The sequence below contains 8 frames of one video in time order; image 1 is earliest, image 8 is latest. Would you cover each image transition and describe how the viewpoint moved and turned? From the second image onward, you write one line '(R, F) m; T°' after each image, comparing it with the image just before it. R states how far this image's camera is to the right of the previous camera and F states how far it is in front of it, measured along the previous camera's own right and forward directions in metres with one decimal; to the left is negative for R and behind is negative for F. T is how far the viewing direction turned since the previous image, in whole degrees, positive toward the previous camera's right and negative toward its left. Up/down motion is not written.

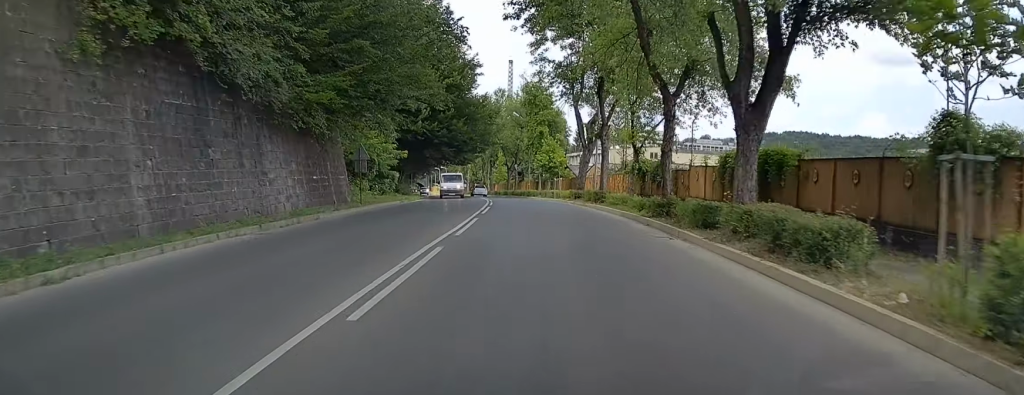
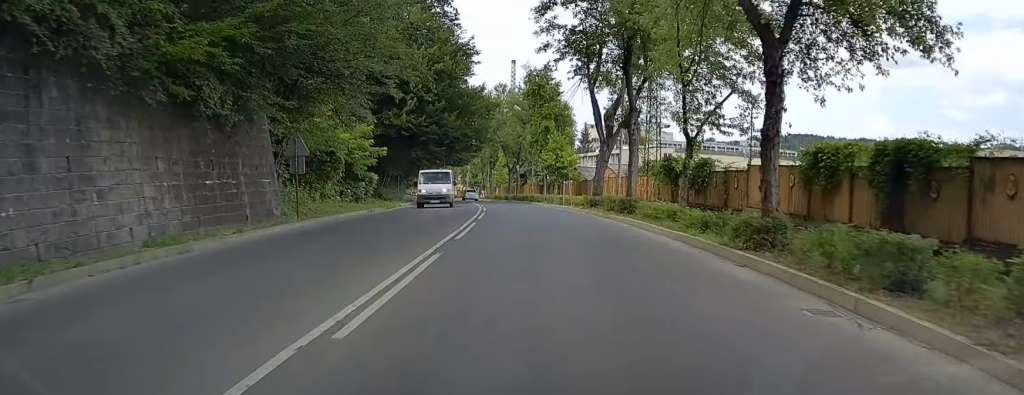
(0.0, +9.5) m; 0°
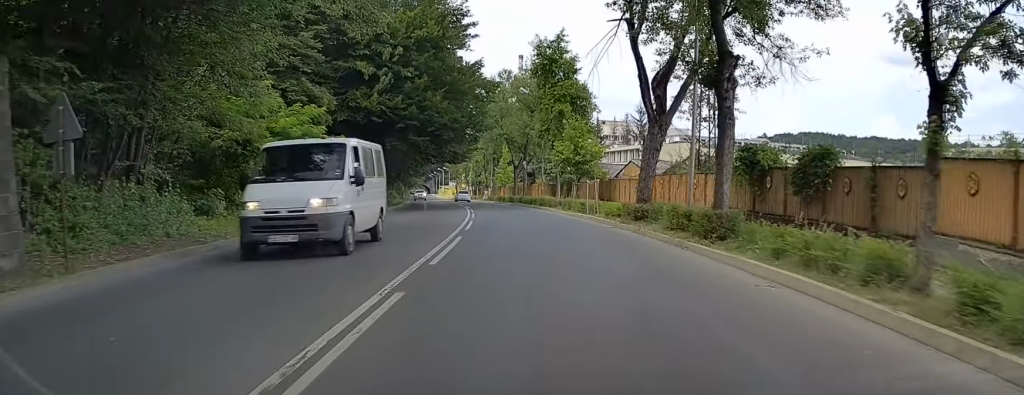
(-0.1, +12.8) m; 0°
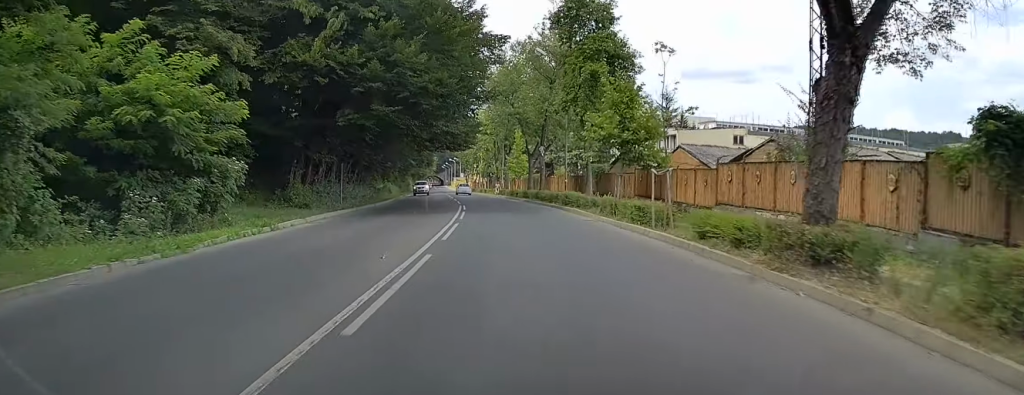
(+0.1, +14.0) m; -1°
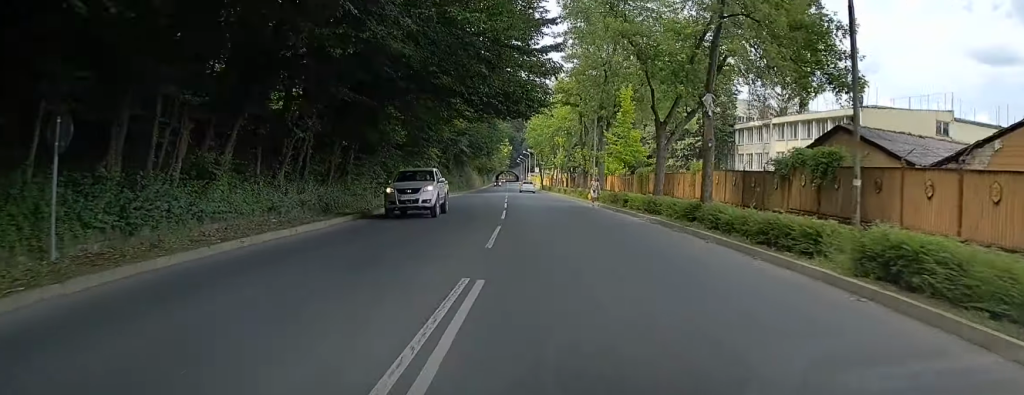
(-1.5, +29.8) m; -6°
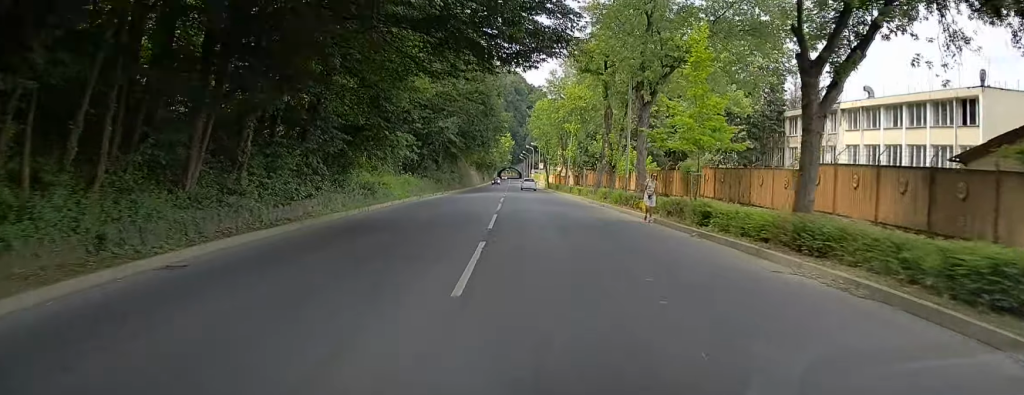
(-0.3, +15.2) m; -2°
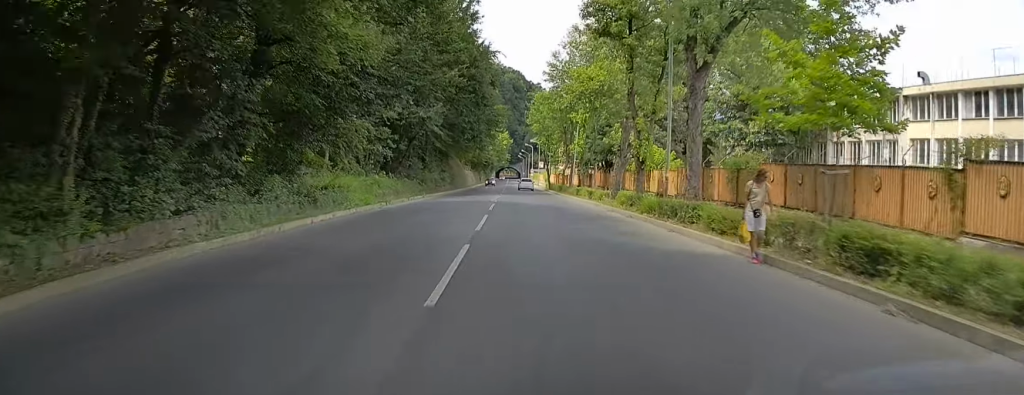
(0.0, +10.1) m; -1°
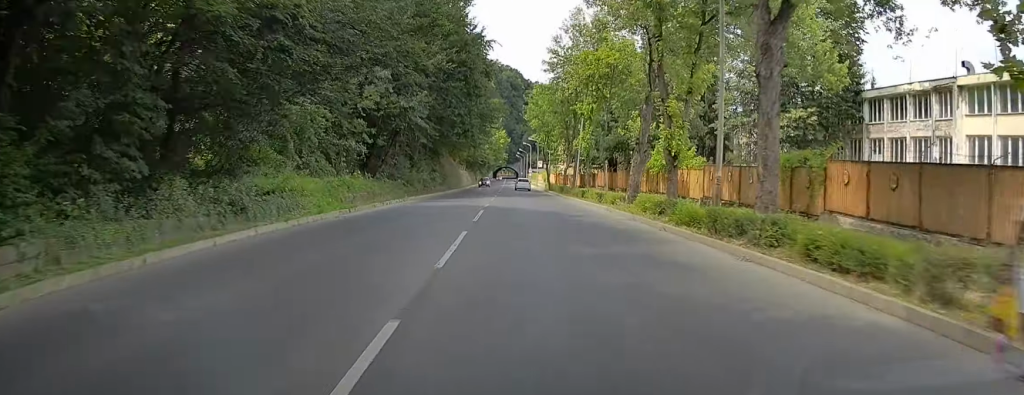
(-0.1, +6.6) m; 0°
